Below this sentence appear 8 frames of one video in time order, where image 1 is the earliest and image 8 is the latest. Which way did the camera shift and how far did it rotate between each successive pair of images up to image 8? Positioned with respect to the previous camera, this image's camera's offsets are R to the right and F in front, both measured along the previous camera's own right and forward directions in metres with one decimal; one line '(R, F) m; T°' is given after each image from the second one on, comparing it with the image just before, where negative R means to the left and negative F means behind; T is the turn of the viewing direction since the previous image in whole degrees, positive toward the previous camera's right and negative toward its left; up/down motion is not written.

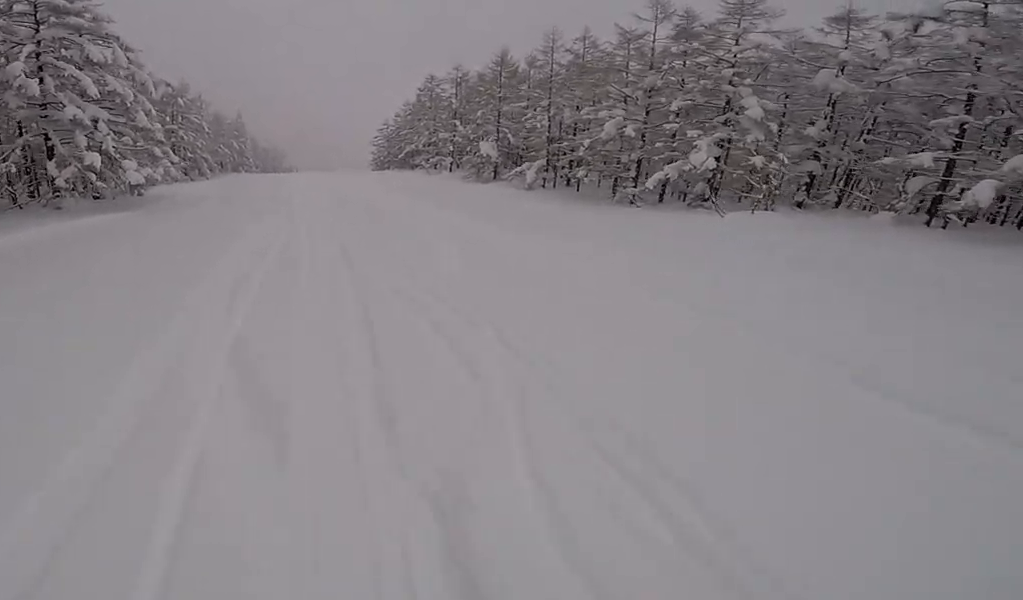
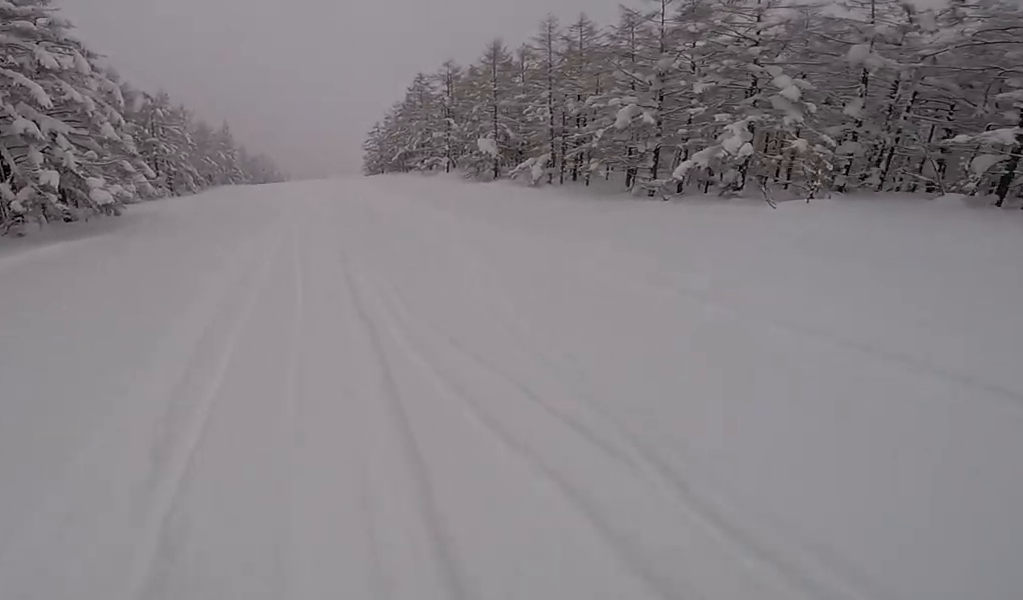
(+0.4, +3.1) m; +4°
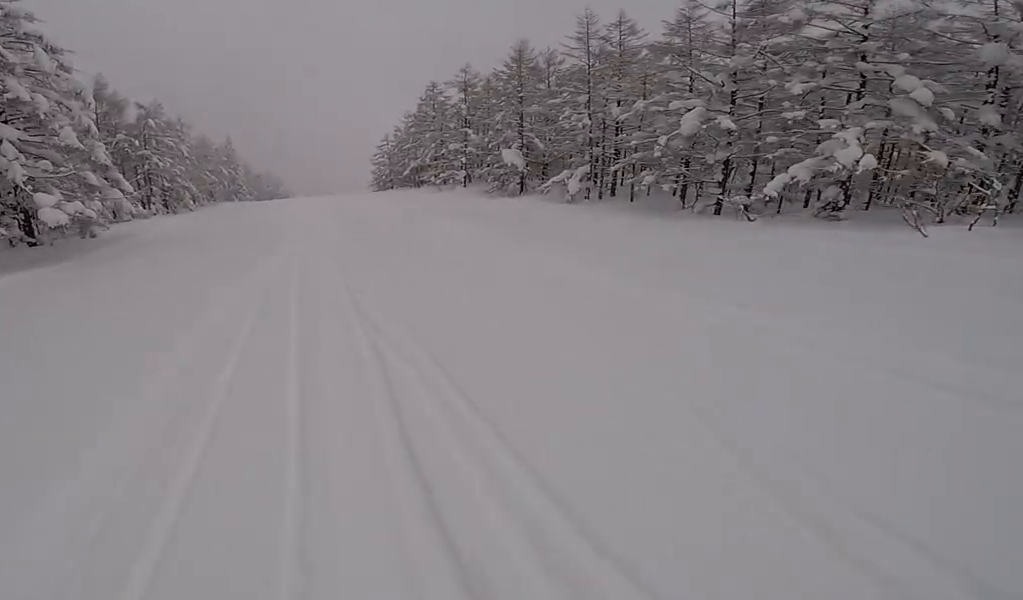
(+0.3, +4.7) m; +4°
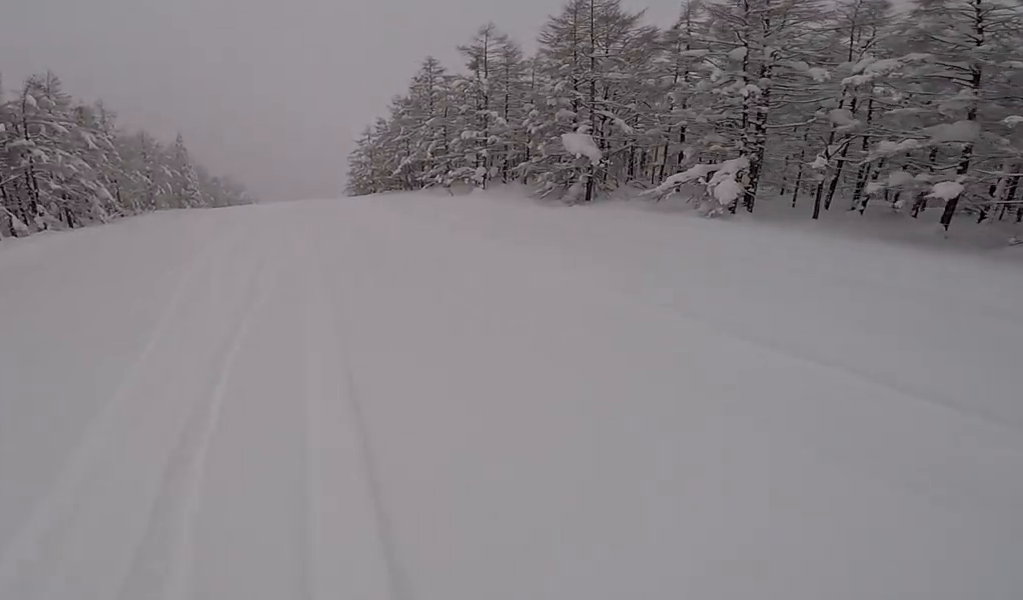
(0.0, +15.2) m; 0°
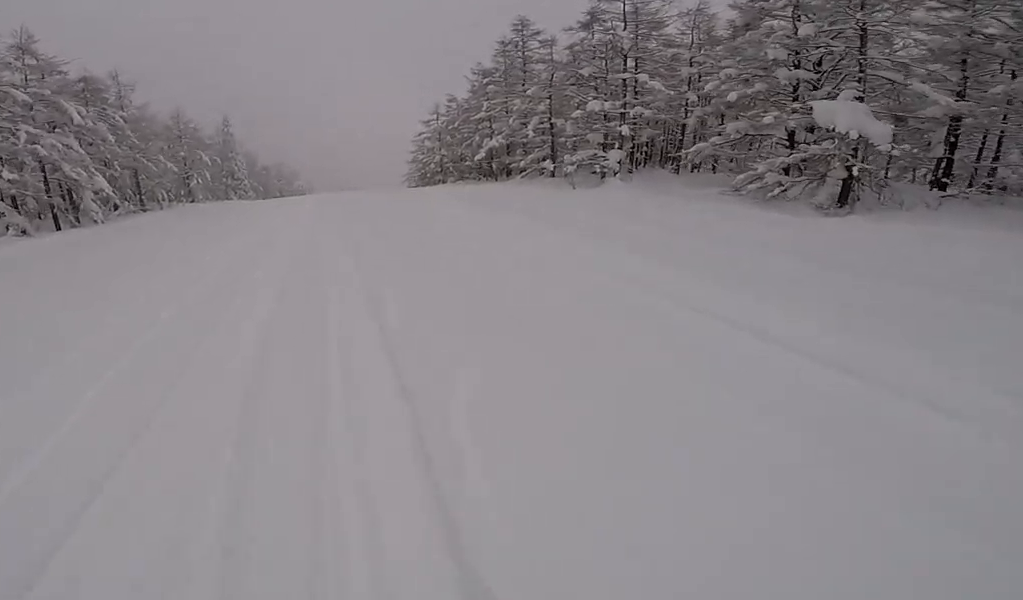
(0.0, +11.9) m; -8°
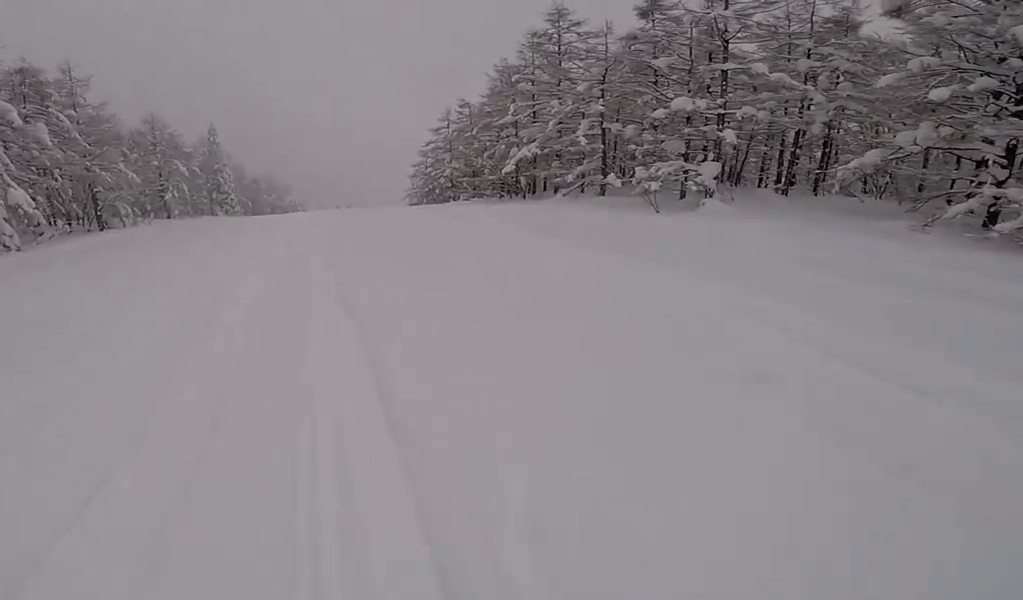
(-0.8, +7.7) m; 0°
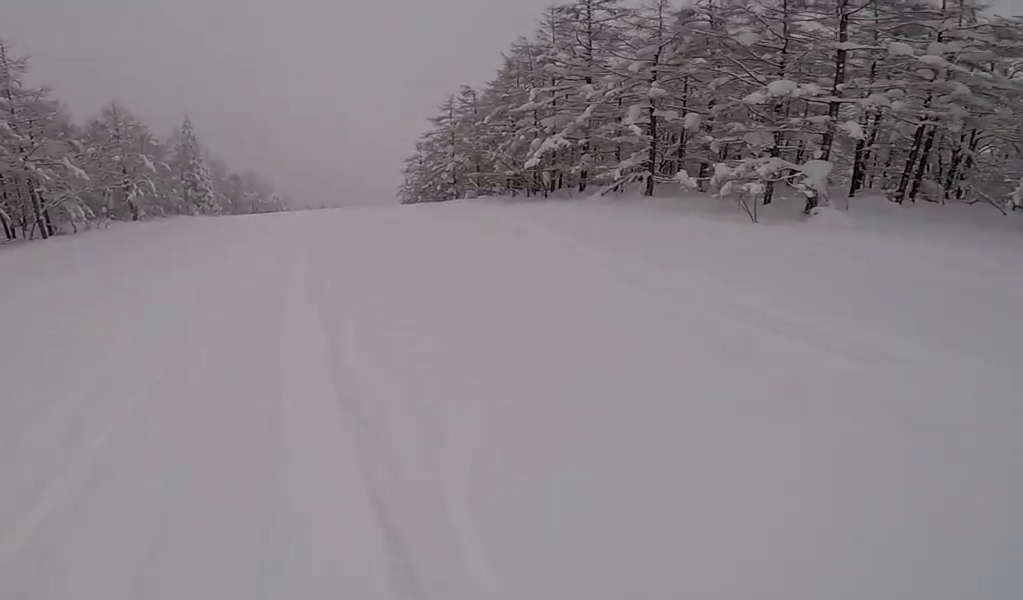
(+0.6, +5.7) m; +6°
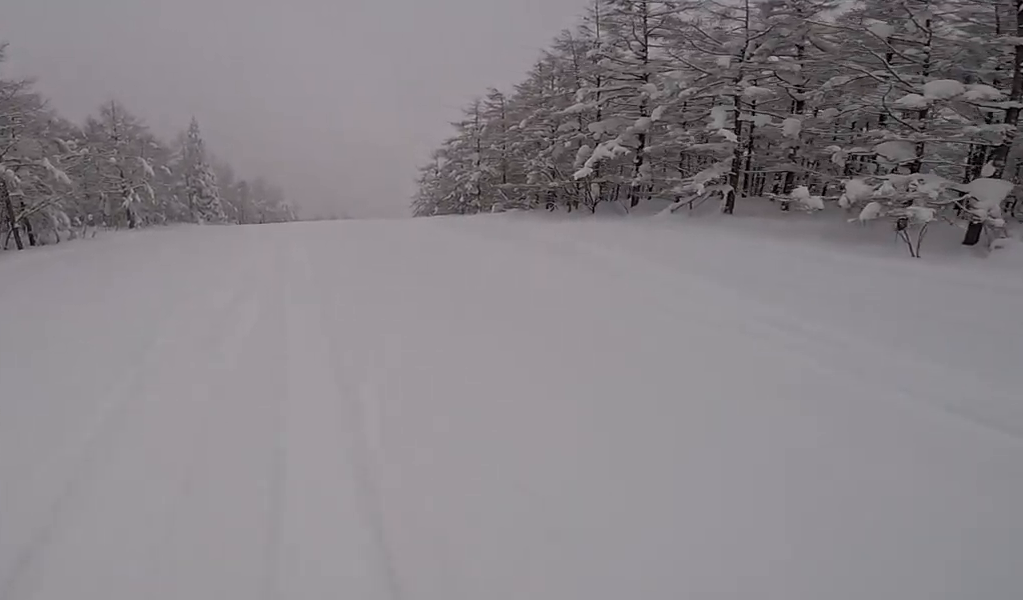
(0.0, +4.3) m; -6°
